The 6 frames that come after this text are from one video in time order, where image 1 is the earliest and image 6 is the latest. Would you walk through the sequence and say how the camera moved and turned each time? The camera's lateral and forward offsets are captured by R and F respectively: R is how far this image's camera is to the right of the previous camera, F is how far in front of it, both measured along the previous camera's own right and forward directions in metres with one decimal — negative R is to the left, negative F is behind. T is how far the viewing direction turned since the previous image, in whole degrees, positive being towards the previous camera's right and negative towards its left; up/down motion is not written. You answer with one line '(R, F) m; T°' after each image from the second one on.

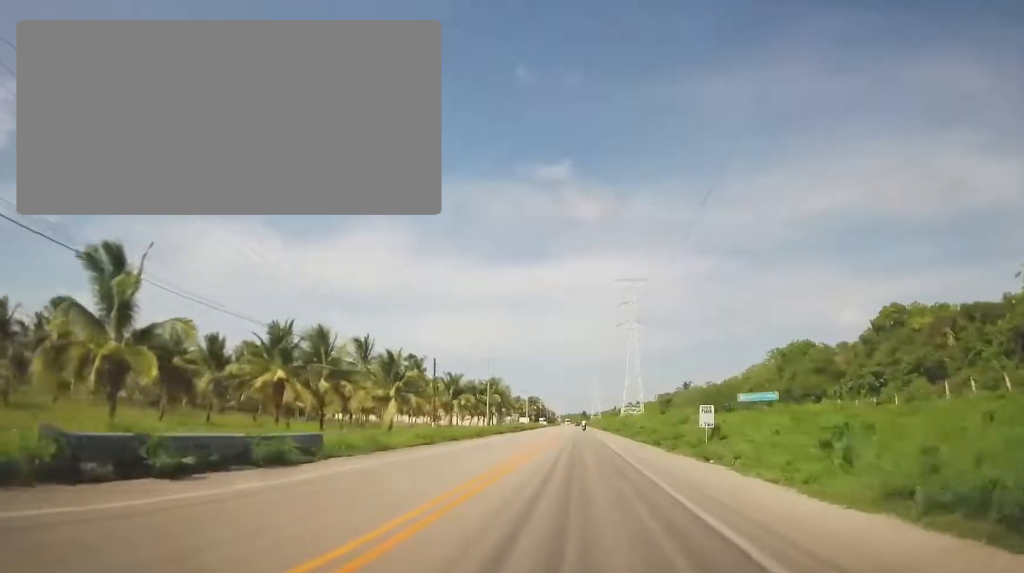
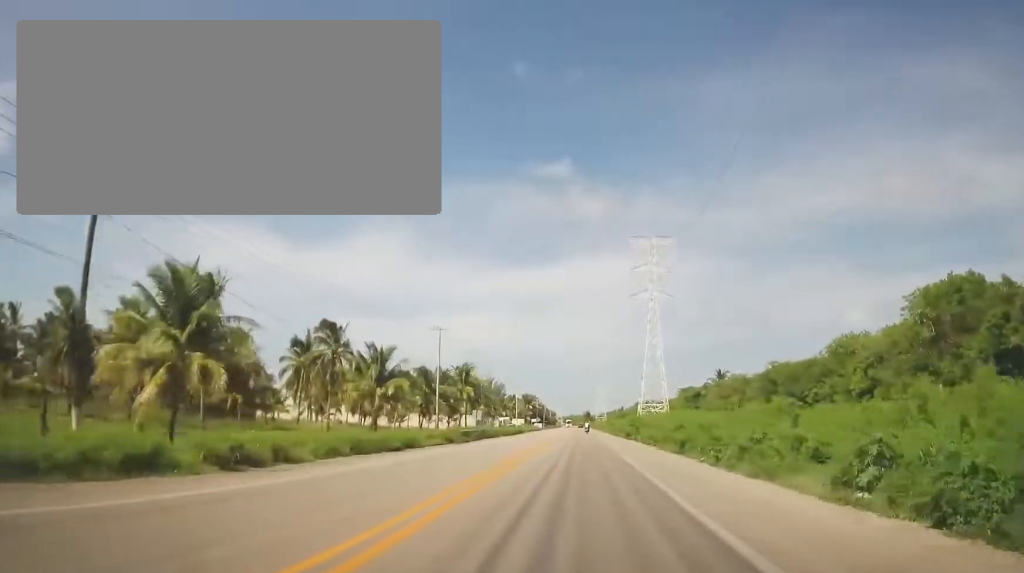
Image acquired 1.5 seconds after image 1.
(+0.1, +36.3) m; 0°
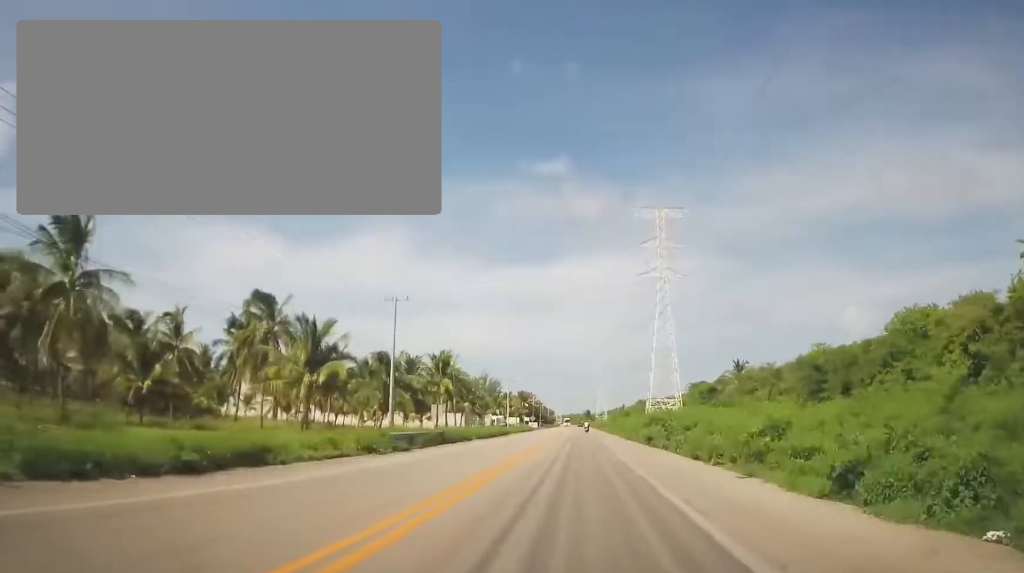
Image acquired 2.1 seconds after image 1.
(+0.1, +15.2) m; 0°
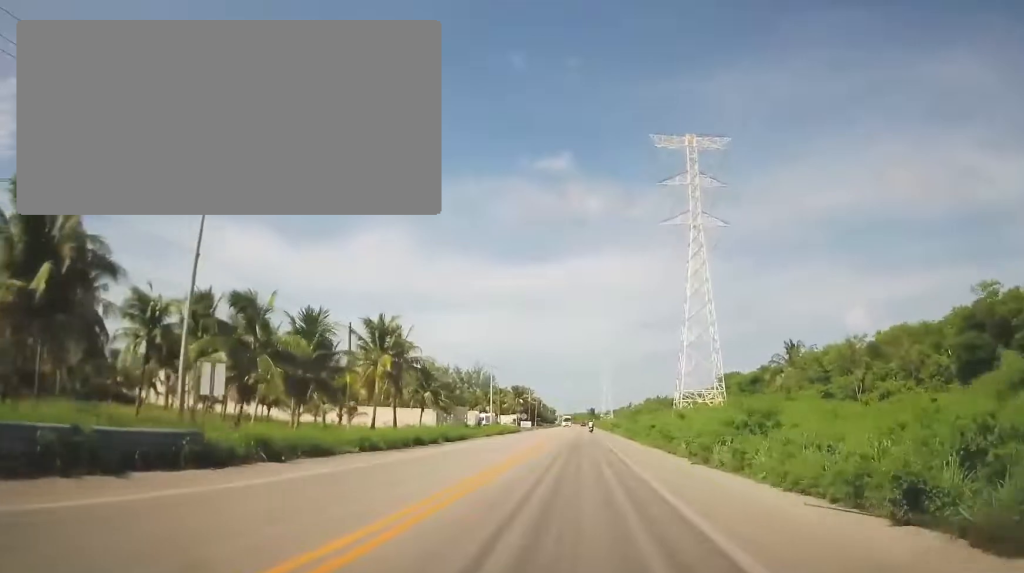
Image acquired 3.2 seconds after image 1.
(-0.4, +27.0) m; -1°
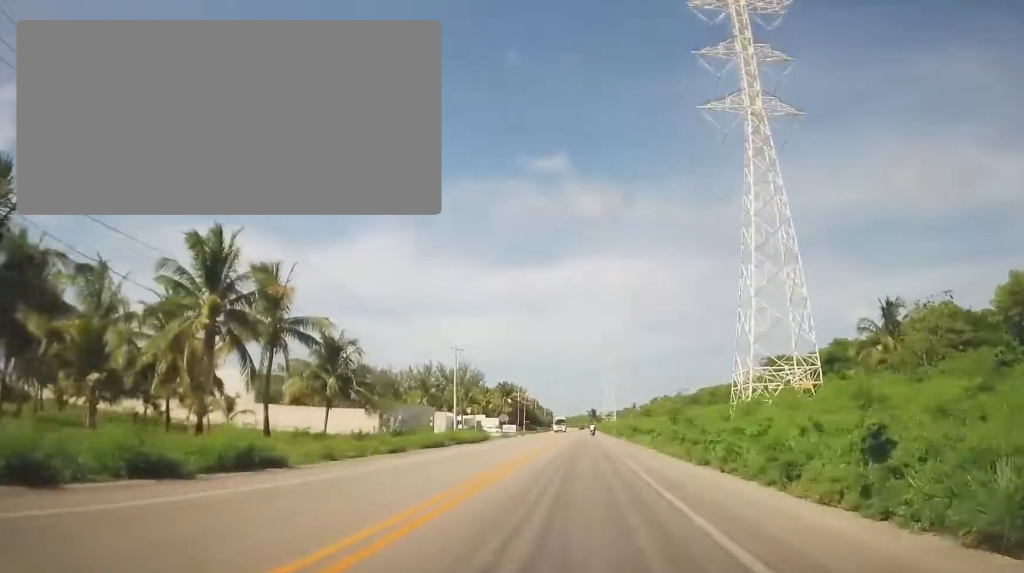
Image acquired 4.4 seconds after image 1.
(-0.2, +27.9) m; 0°
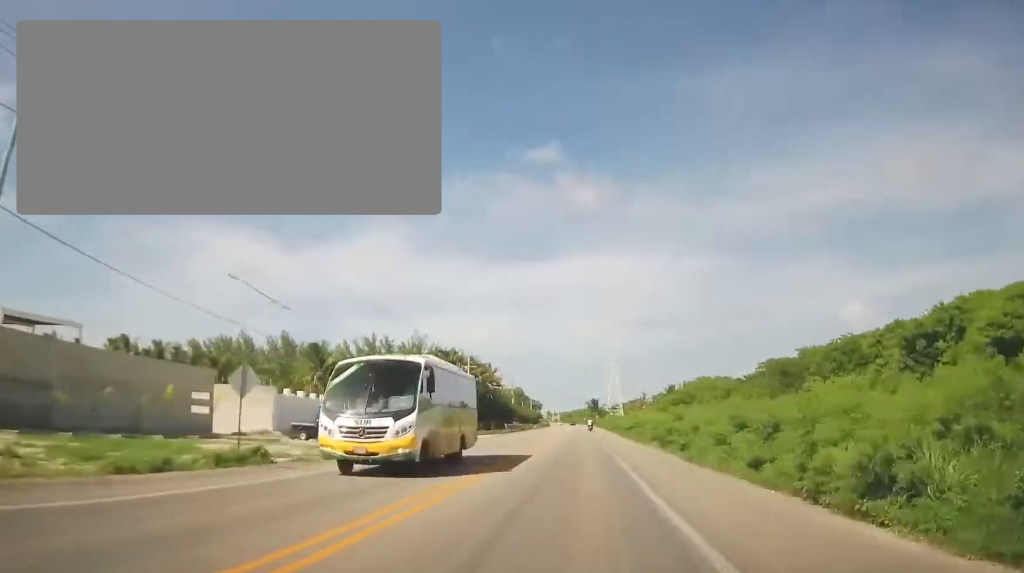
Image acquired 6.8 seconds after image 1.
(+0.4, +58.9) m; +2°
